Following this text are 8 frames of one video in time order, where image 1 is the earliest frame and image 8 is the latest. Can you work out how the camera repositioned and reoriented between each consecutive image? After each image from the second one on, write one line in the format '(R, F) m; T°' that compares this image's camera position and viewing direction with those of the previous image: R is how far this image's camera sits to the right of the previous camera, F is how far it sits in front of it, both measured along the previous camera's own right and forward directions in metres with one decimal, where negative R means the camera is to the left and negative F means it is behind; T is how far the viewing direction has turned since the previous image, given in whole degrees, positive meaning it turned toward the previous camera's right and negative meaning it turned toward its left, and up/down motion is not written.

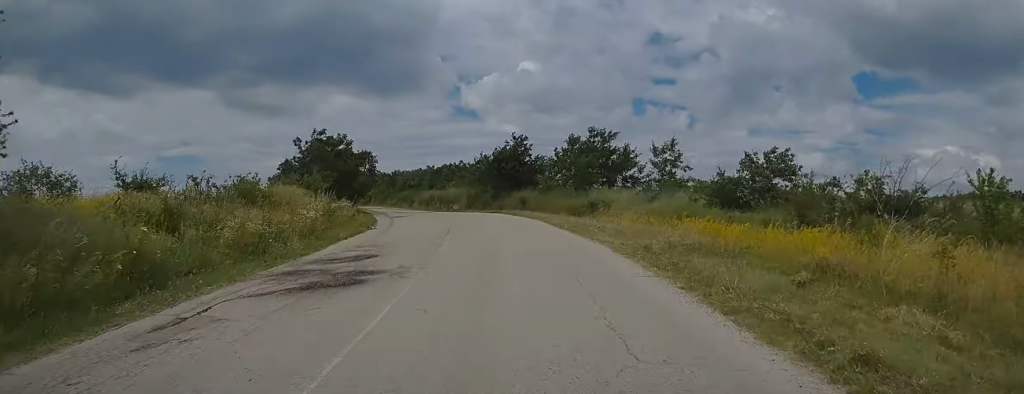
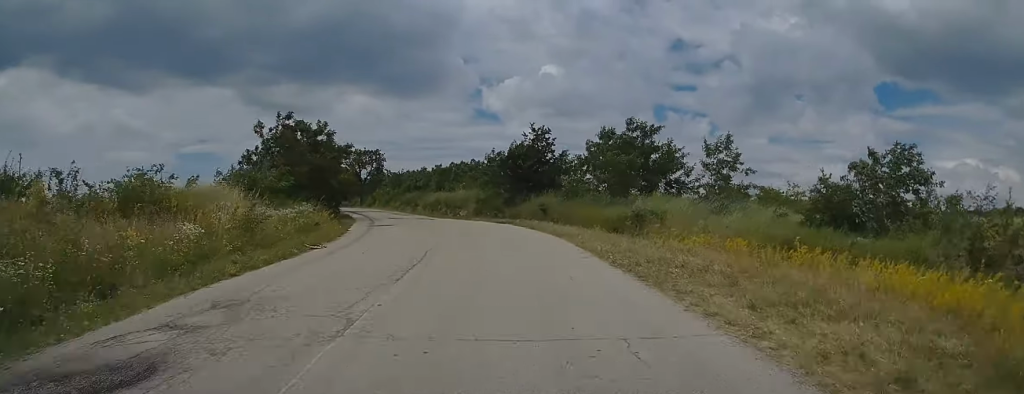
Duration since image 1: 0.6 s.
(-0.2, +9.2) m; -2°
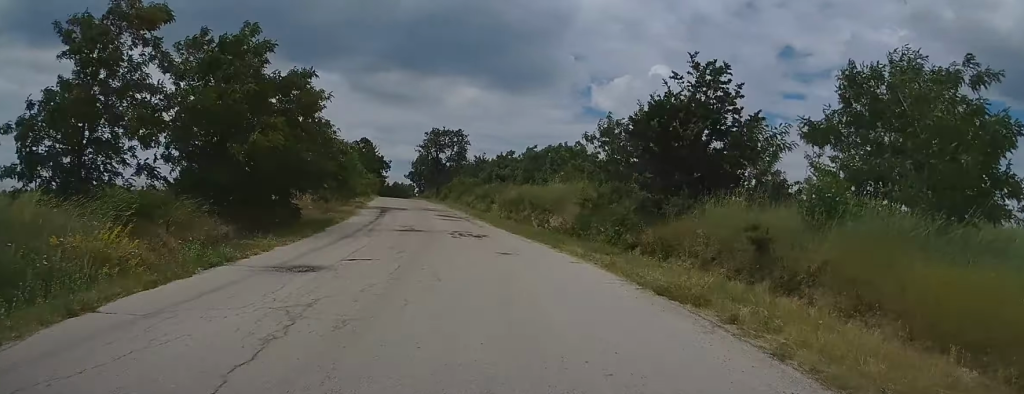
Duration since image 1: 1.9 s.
(-1.1, +21.3) m; -7°
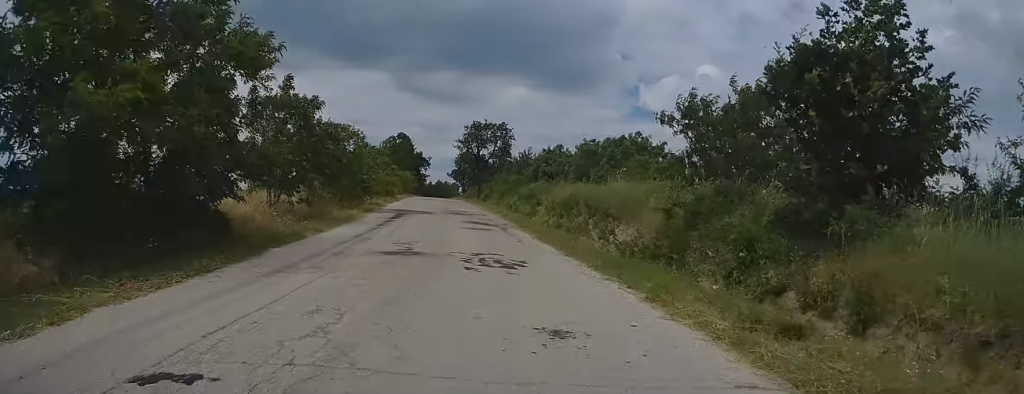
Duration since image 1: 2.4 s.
(-0.3, +7.8) m; -3°
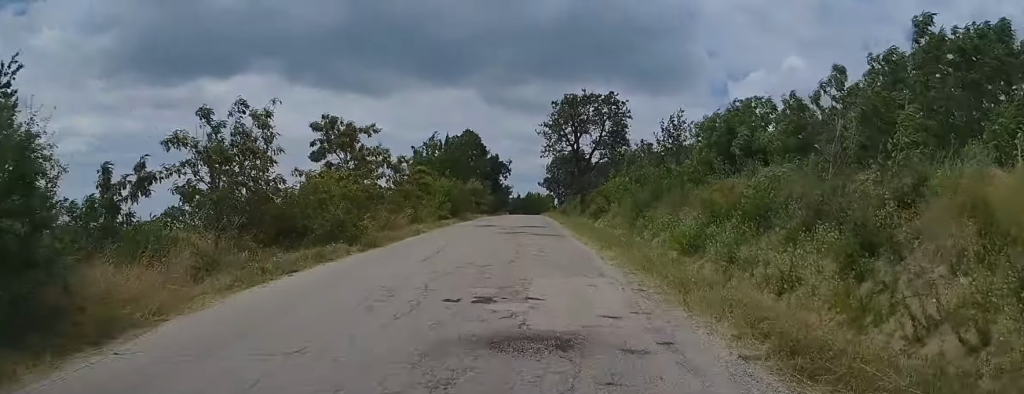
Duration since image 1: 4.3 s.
(-2.5, +29.3) m; -7°
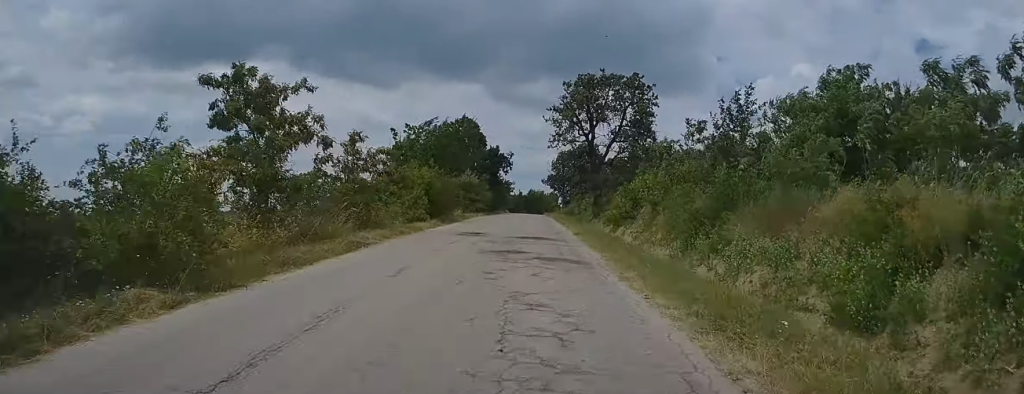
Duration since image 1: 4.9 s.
(-0.1, +8.7) m; 0°
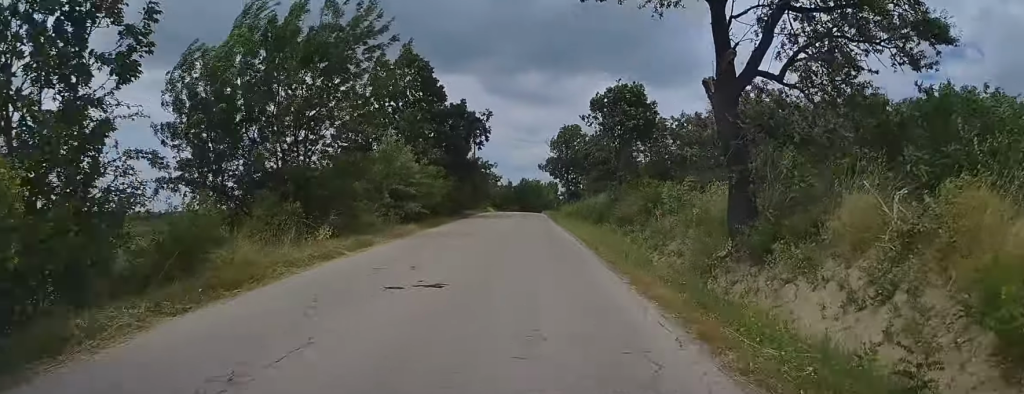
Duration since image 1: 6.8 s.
(-0.1, +30.3) m; 0°
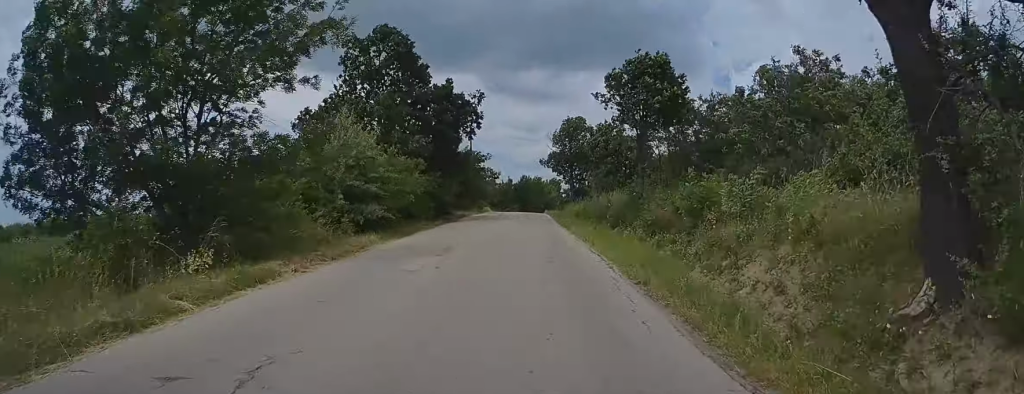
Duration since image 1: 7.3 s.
(0.0, +6.7) m; 0°
